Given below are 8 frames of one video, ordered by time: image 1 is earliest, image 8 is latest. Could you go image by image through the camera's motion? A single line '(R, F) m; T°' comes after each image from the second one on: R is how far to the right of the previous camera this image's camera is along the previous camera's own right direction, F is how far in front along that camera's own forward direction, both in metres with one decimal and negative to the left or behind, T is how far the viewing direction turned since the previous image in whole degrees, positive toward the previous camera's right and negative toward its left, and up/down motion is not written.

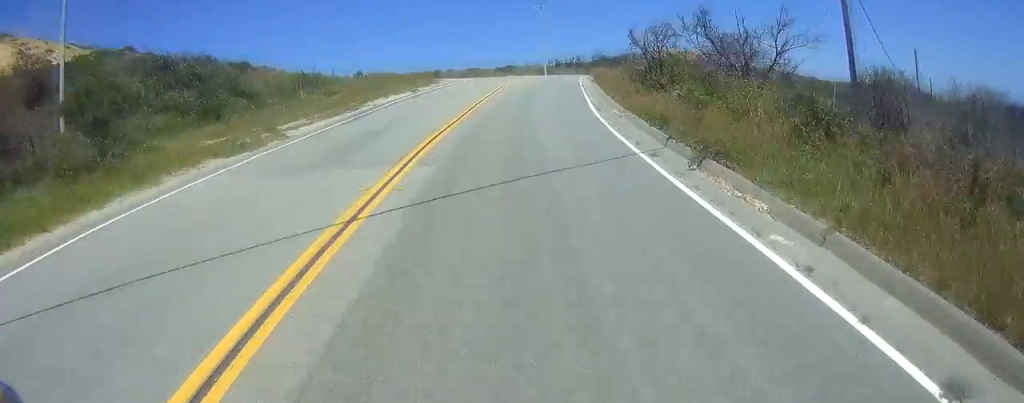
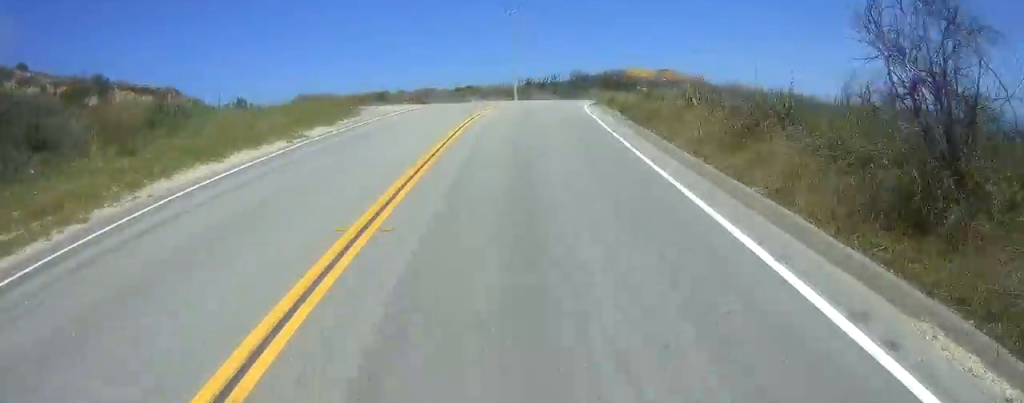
(+1.0, +16.8) m; +7°
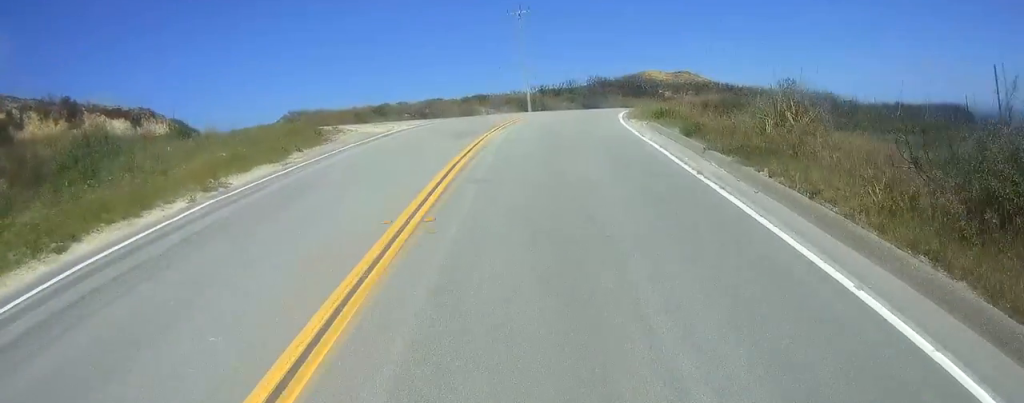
(-0.1, +6.8) m; +3°
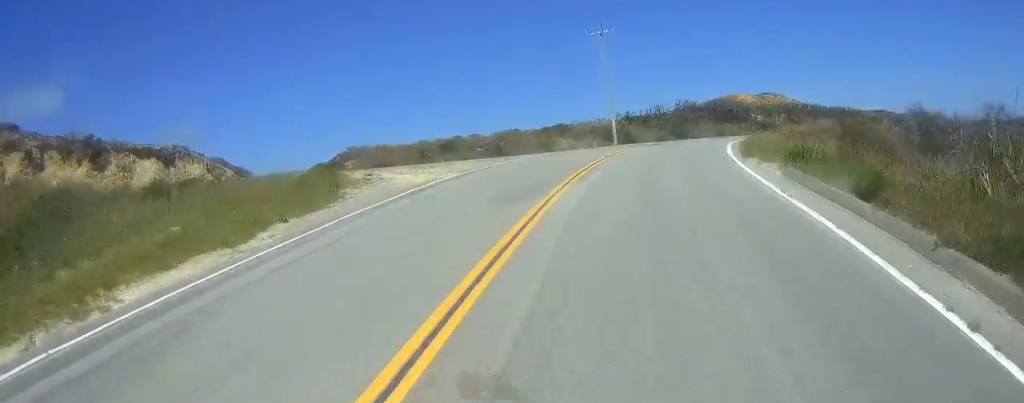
(+0.2, +6.2) m; +2°
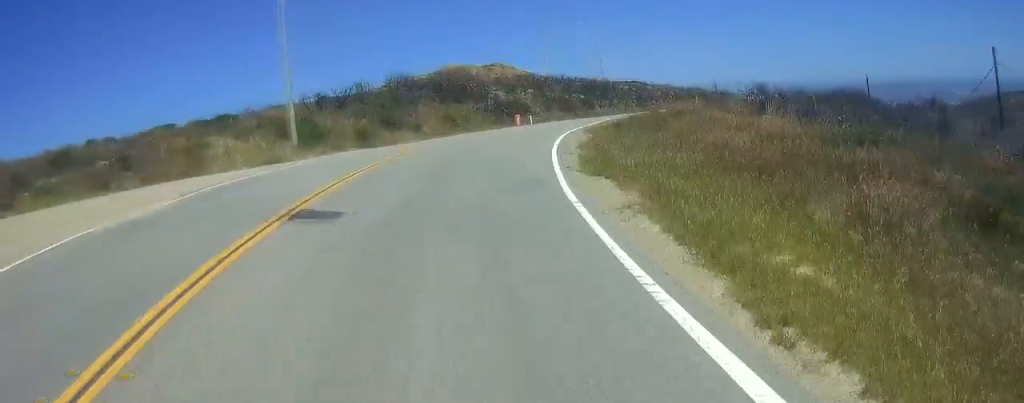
(+1.3, +20.0) m; +4°
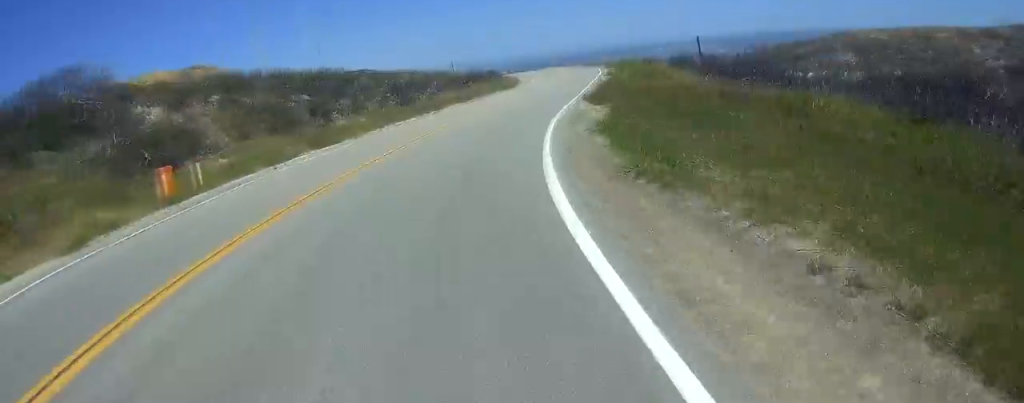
(+0.7, +30.4) m; +14°
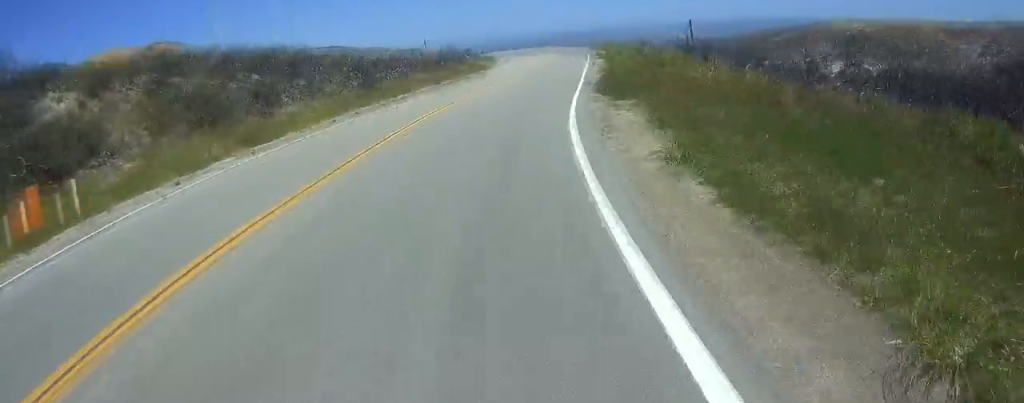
(+0.9, +6.1) m; +6°
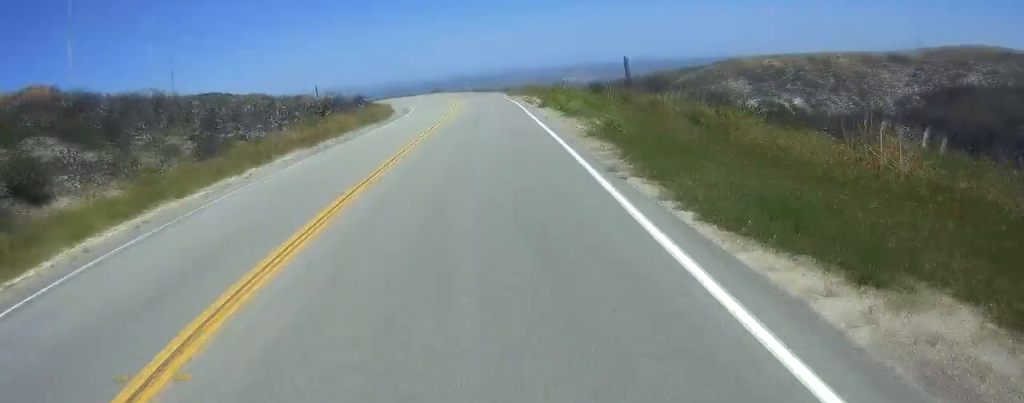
(+1.8, +13.2) m; +10°
